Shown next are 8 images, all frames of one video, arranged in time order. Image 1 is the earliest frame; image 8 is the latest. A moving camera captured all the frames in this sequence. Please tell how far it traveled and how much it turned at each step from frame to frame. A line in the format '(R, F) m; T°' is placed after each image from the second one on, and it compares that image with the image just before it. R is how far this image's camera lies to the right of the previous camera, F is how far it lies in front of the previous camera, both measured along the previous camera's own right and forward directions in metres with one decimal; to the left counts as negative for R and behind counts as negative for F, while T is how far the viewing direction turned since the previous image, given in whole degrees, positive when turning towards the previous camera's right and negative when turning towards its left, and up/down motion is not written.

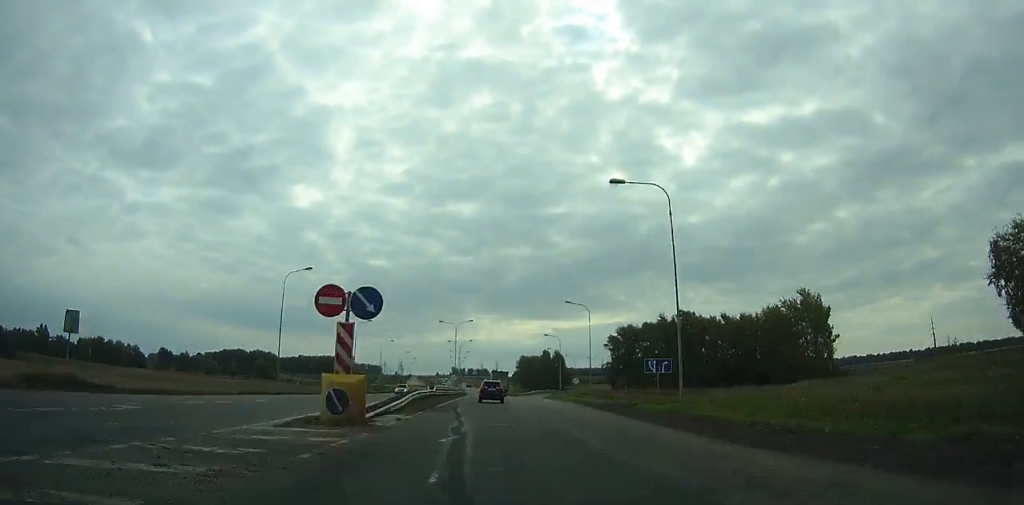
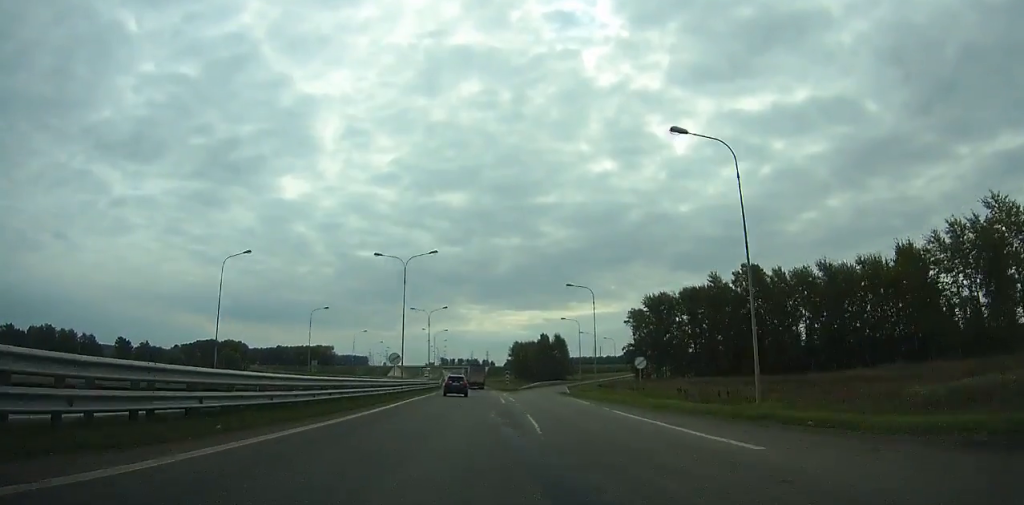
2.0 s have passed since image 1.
(+1.0, +44.5) m; +1°
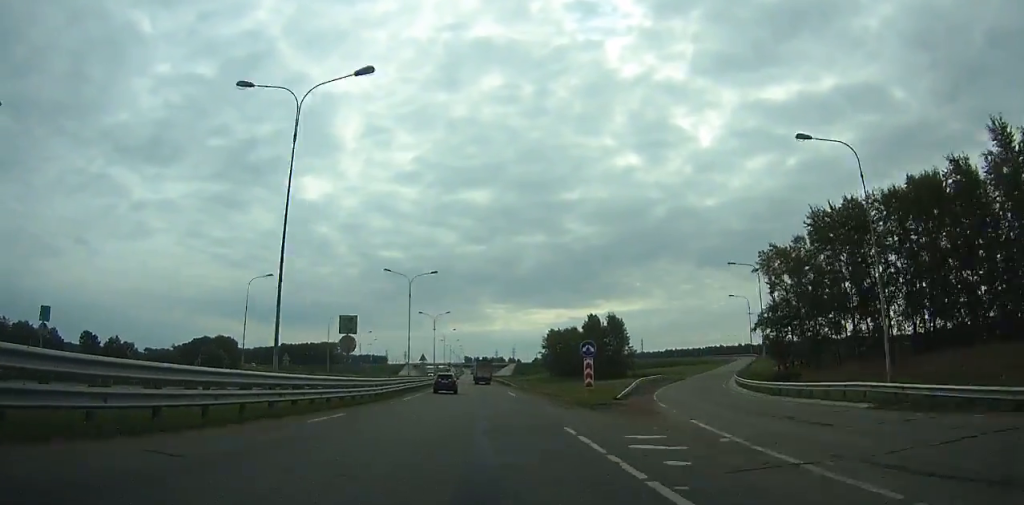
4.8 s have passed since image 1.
(+0.2, +64.8) m; -1°
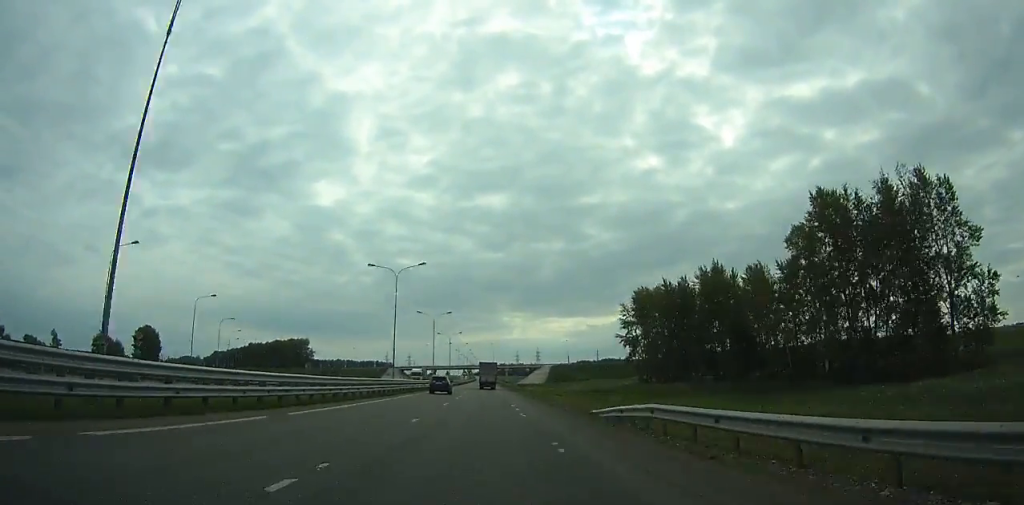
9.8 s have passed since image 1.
(-2.7, +123.9) m; -2°
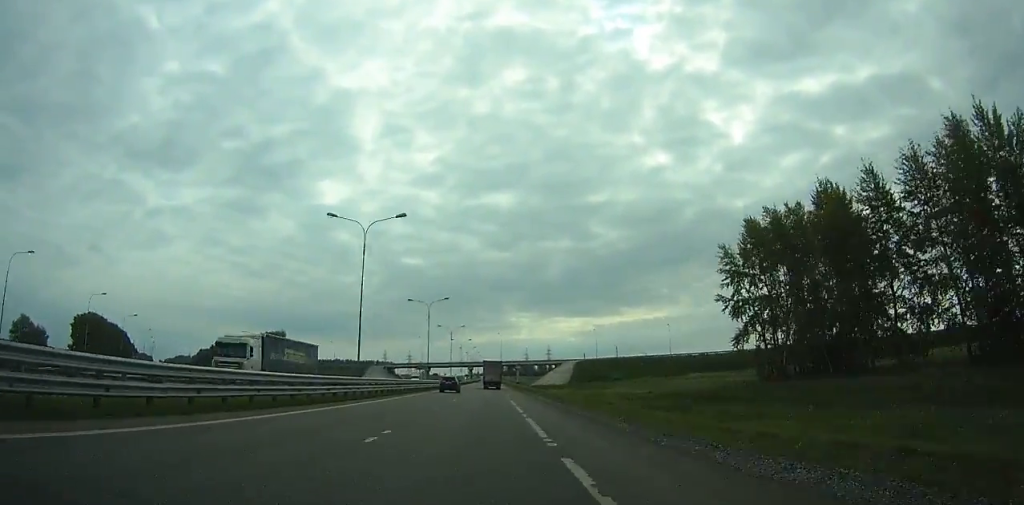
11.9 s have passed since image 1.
(-0.2, +54.5) m; 0°
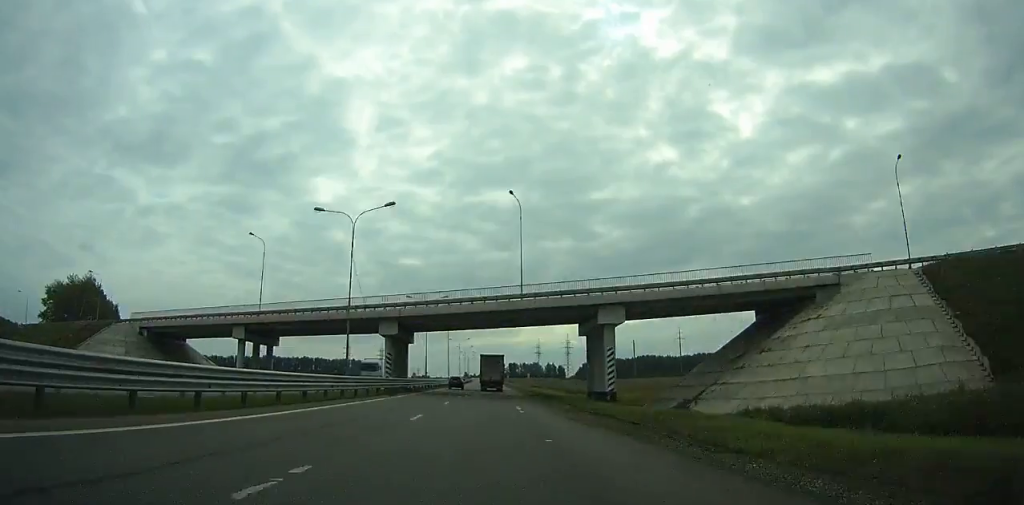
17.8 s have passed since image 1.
(-1.0, +159.5) m; -1°
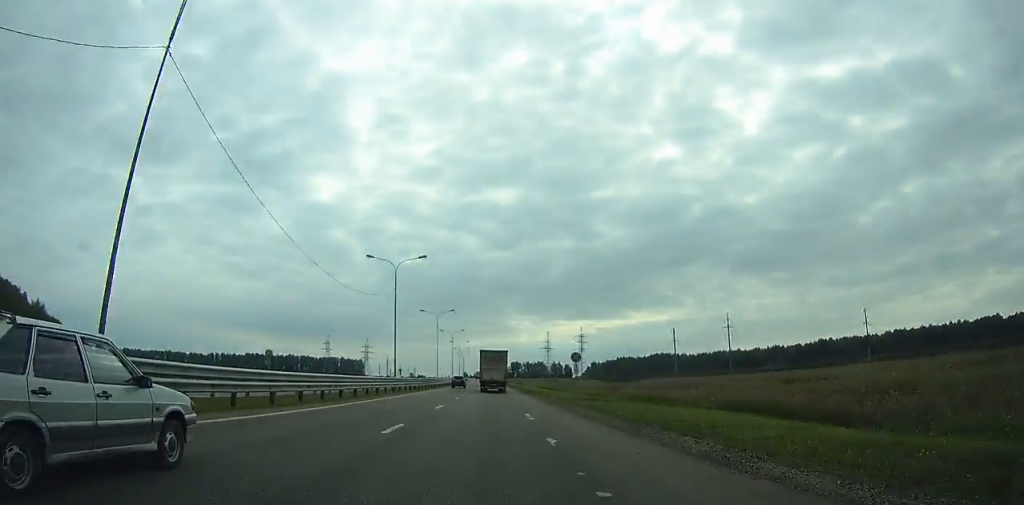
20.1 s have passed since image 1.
(0.0, +64.0) m; 0°
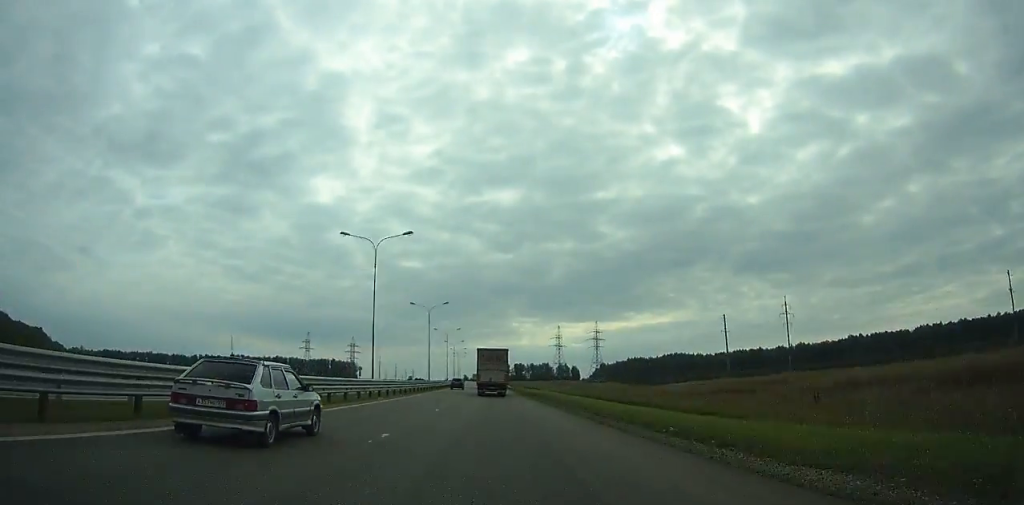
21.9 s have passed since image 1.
(0.0, +50.7) m; 0°
